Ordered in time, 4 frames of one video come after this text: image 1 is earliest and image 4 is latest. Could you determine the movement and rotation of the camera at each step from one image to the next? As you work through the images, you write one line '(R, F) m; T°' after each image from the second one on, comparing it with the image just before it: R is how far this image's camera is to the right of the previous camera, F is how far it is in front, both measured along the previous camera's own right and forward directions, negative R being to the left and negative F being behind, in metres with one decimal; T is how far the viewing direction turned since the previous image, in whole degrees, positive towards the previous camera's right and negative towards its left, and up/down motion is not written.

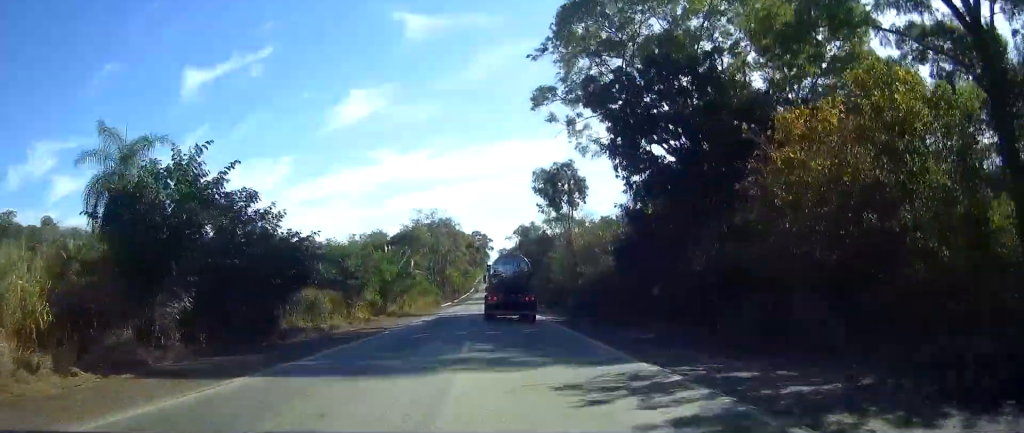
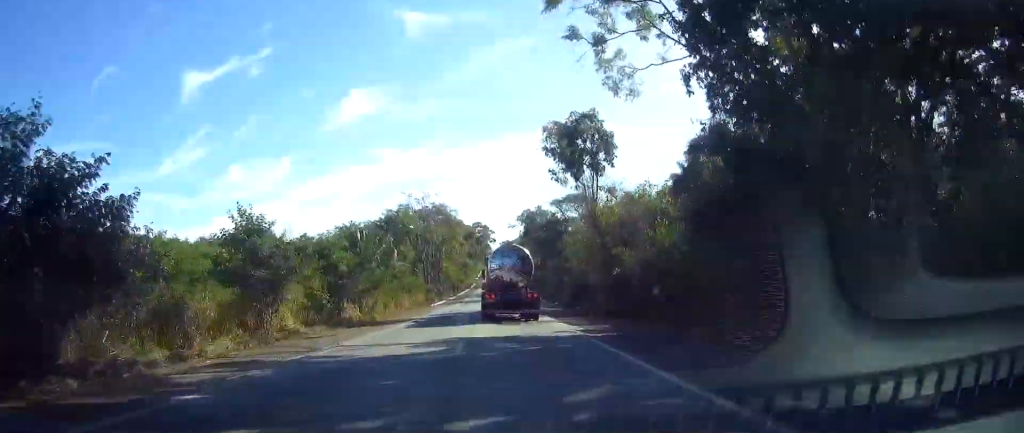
(0.0, +17.0) m; 0°
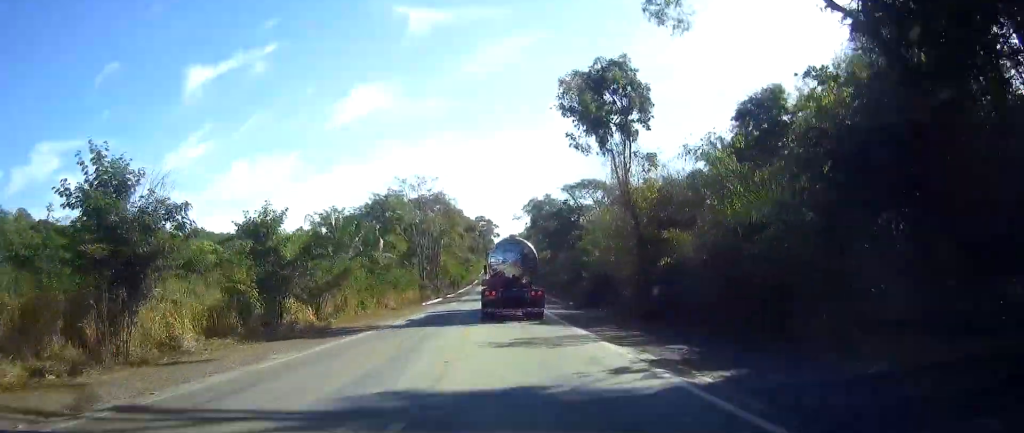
(0.0, +11.6) m; 0°
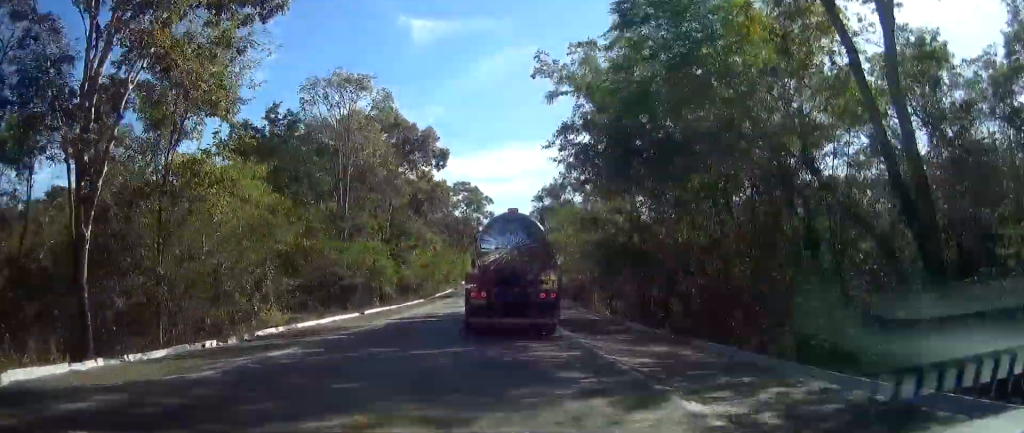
(-0.7, +98.0) m; 0°
